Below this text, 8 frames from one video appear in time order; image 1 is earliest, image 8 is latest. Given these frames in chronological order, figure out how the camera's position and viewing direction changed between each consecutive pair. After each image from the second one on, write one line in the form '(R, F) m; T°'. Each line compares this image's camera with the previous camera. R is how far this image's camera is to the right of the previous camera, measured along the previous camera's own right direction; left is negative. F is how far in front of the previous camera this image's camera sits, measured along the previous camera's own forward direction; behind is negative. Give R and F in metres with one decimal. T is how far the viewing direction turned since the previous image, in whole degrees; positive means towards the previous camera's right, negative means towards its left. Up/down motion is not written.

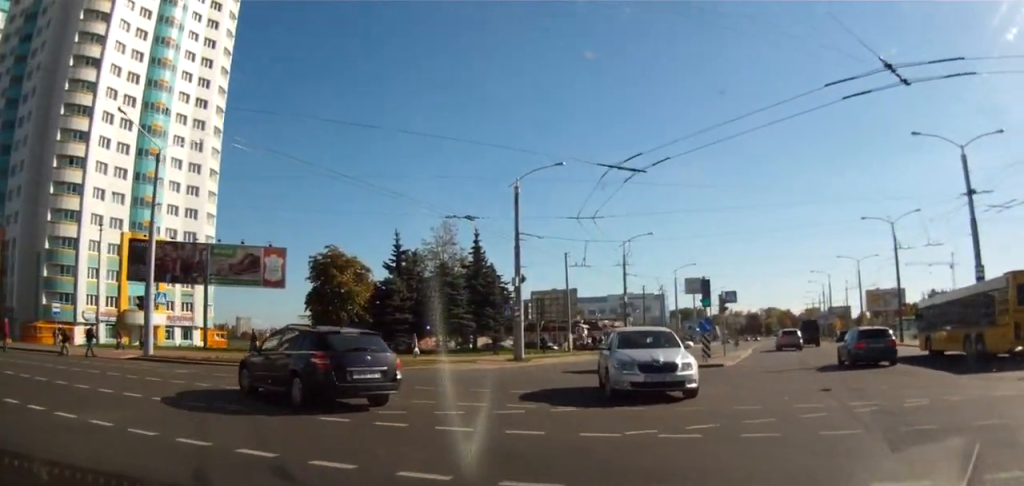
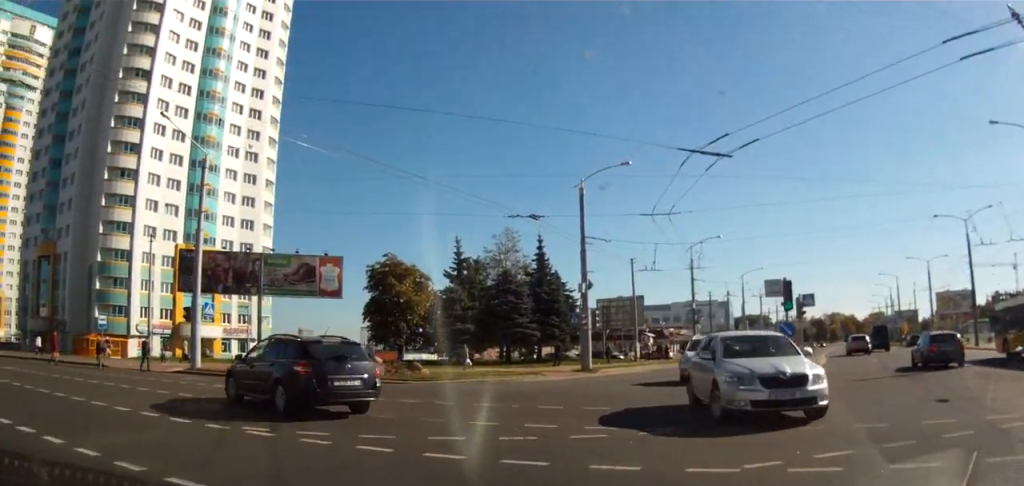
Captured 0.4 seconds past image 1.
(-0.1, +2.0) m; -4°
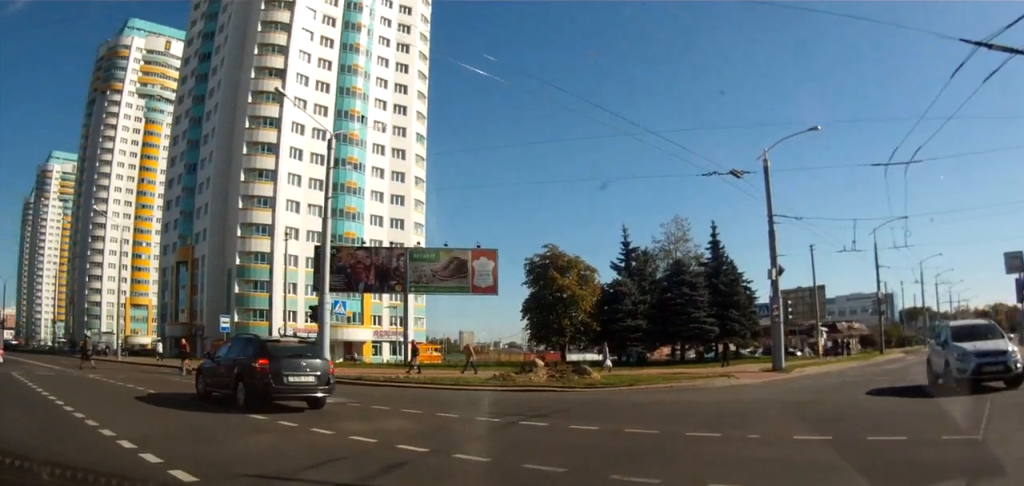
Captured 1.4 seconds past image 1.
(-0.4, +5.0) m; -17°
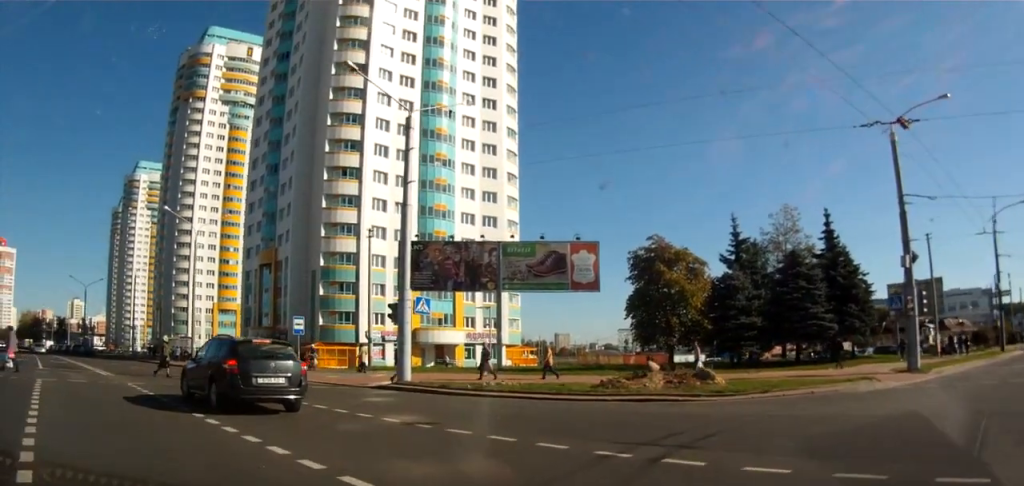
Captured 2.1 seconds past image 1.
(-0.7, +3.3) m; -9°
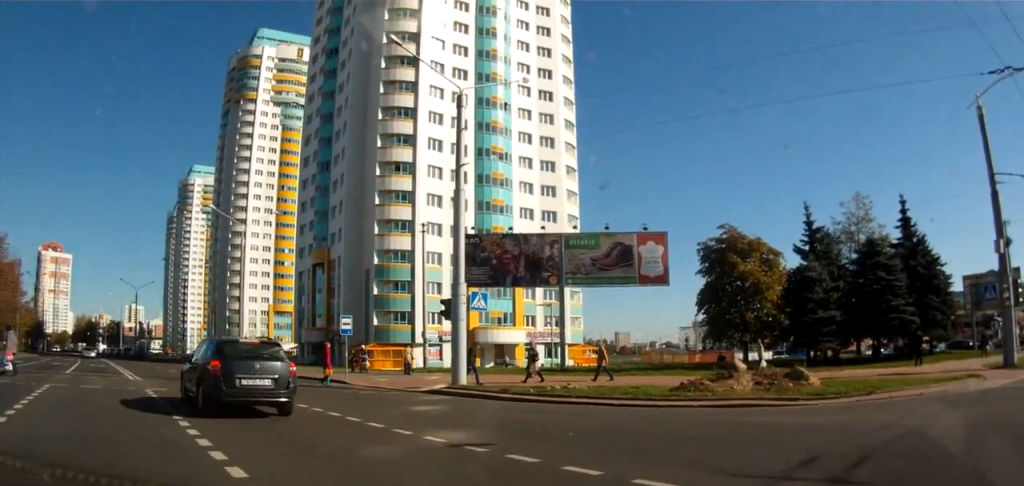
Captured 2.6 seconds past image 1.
(-0.1, +2.1) m; -5°
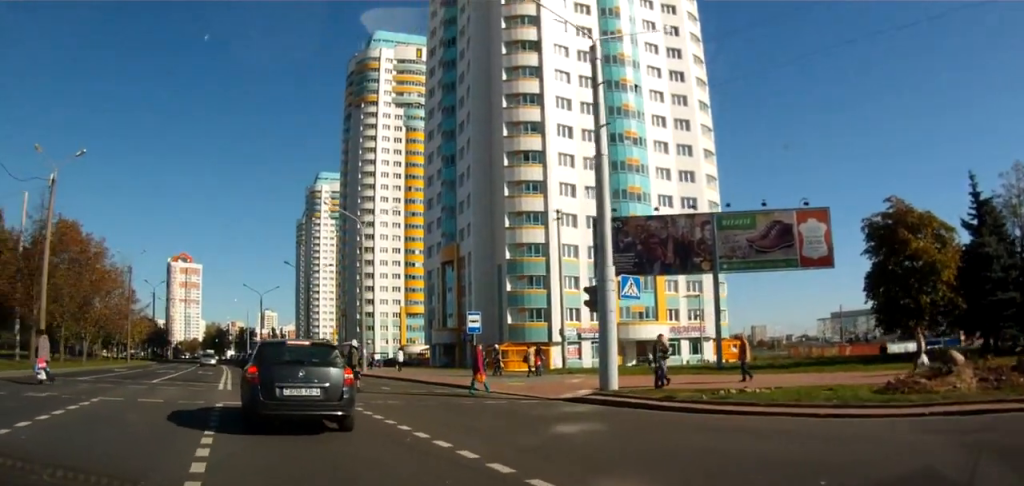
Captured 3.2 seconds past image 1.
(+0.1, +3.0) m; -8°
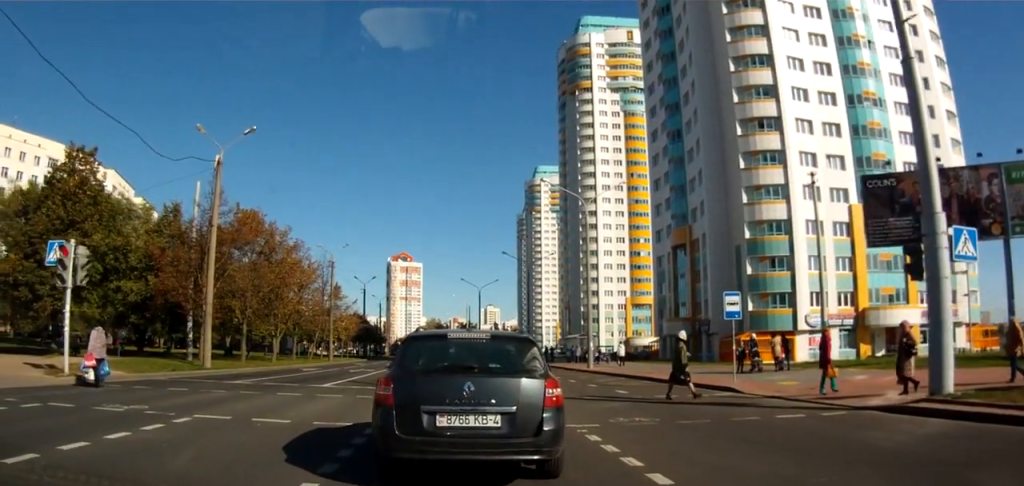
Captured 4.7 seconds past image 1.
(-1.2, +4.8) m; -21°
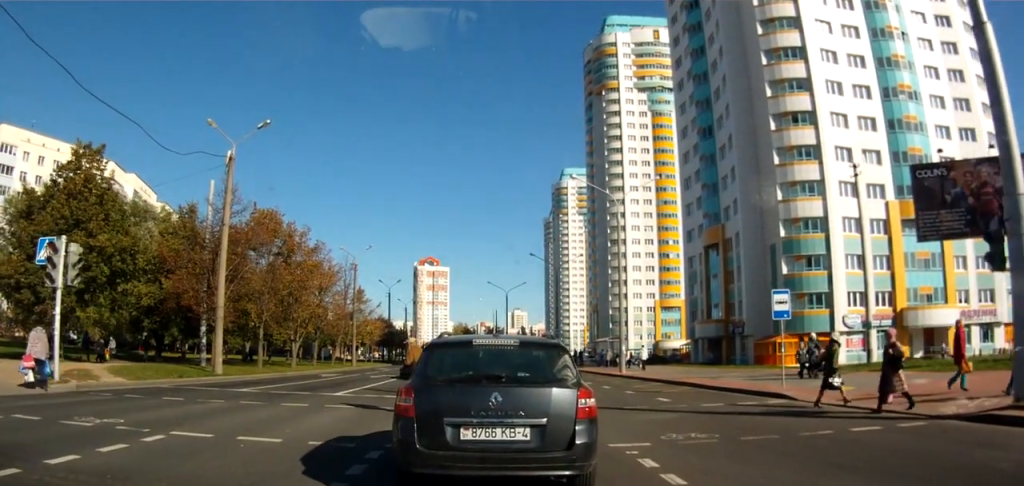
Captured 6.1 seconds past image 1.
(-0.2, +2.6) m; -5°
